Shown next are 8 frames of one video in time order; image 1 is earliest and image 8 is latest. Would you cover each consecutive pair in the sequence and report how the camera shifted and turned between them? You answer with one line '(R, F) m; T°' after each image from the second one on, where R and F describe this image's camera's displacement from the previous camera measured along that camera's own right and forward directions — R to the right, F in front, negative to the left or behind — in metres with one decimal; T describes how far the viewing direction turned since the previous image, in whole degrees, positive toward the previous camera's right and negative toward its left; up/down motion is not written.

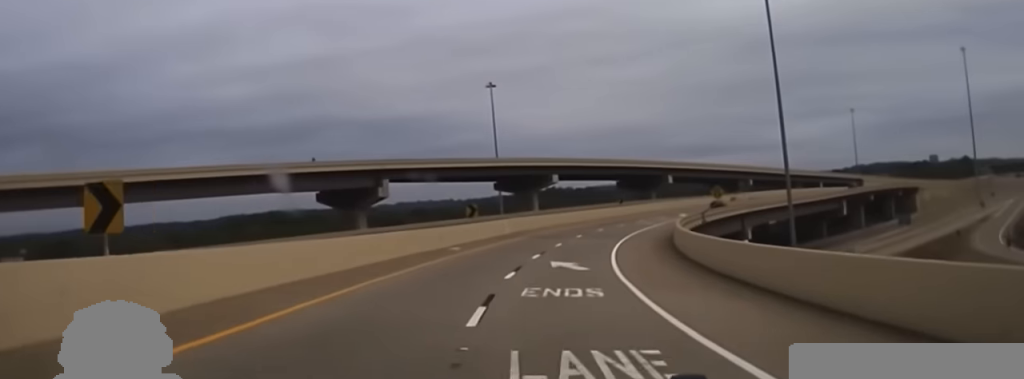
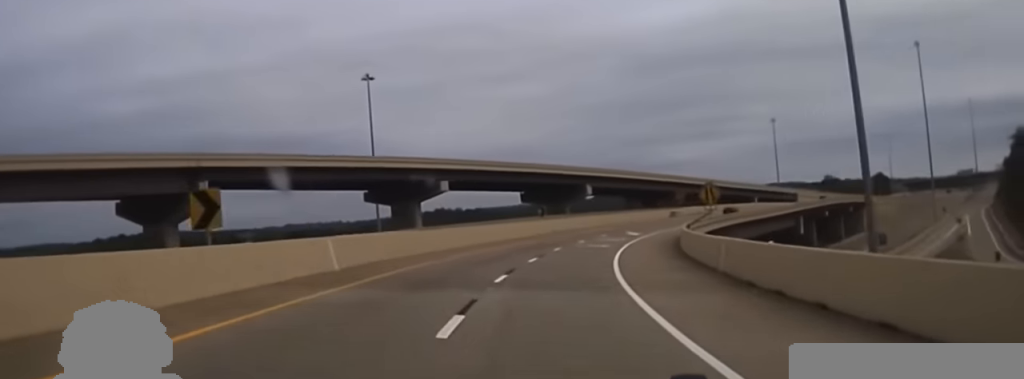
(+2.2, +39.9) m; +7°
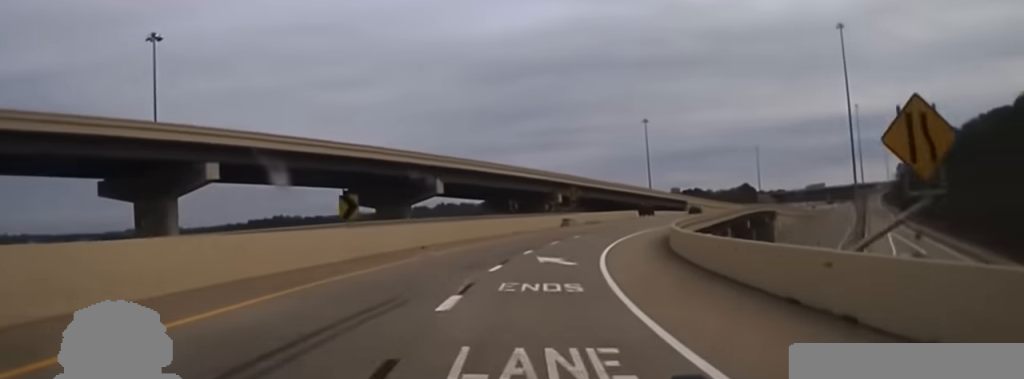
(+3.0, +40.3) m; +8°
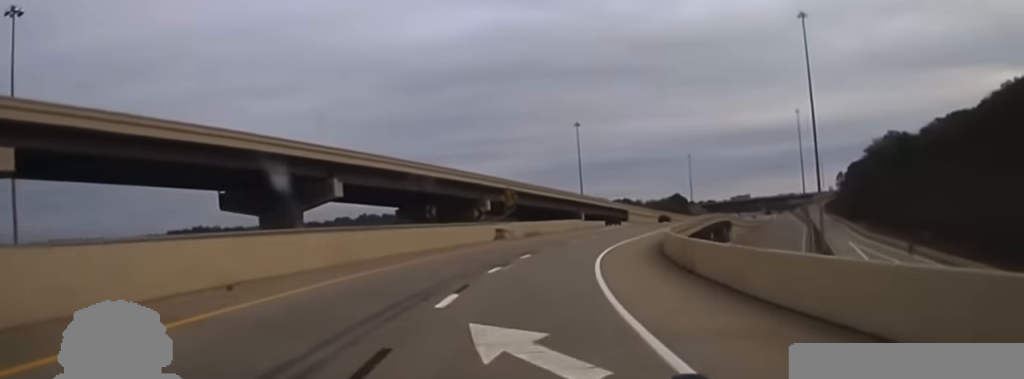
(+0.8, +20.3) m; +4°
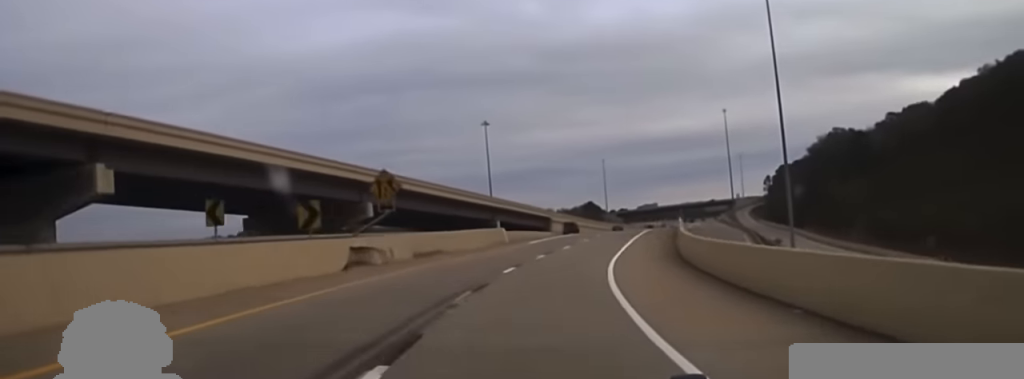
(+1.8, +29.5) m; +6°
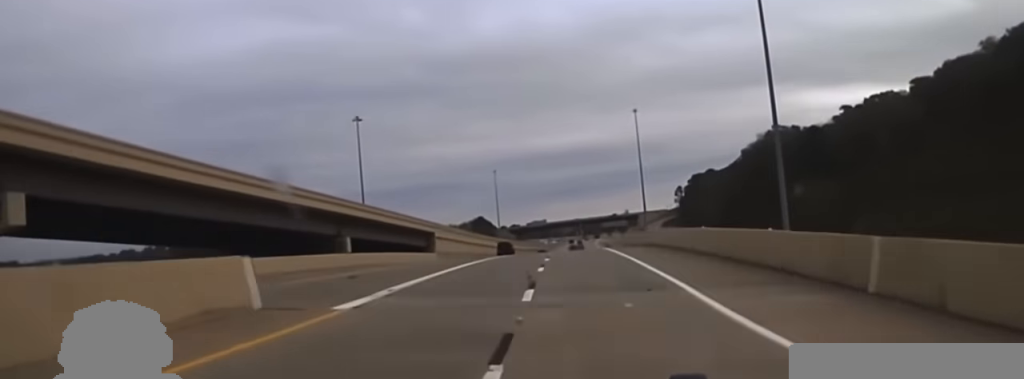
(+3.0, +44.7) m; +7°
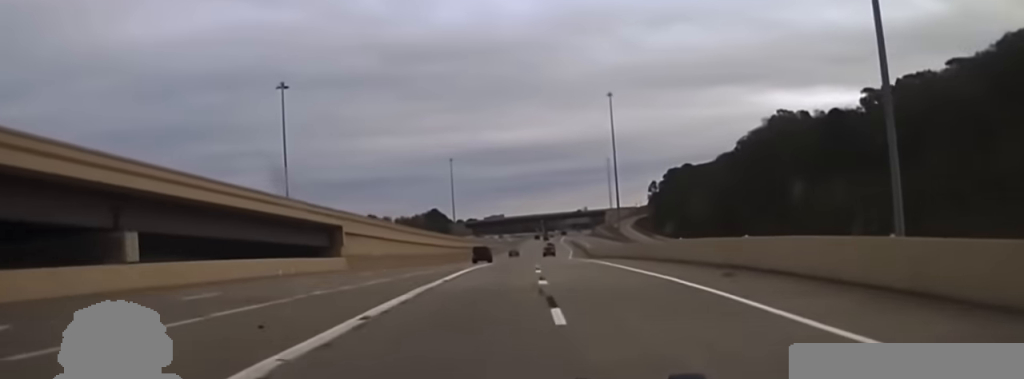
(+1.9, +40.3) m; +4°
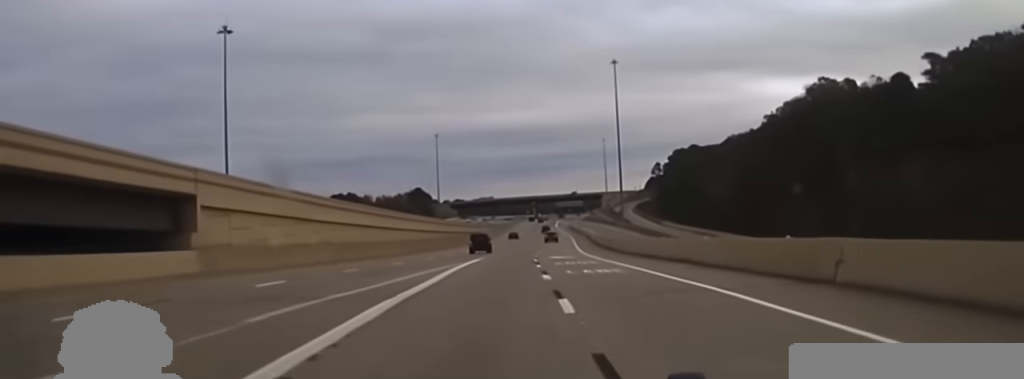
(+0.8, +35.5) m; +2°
